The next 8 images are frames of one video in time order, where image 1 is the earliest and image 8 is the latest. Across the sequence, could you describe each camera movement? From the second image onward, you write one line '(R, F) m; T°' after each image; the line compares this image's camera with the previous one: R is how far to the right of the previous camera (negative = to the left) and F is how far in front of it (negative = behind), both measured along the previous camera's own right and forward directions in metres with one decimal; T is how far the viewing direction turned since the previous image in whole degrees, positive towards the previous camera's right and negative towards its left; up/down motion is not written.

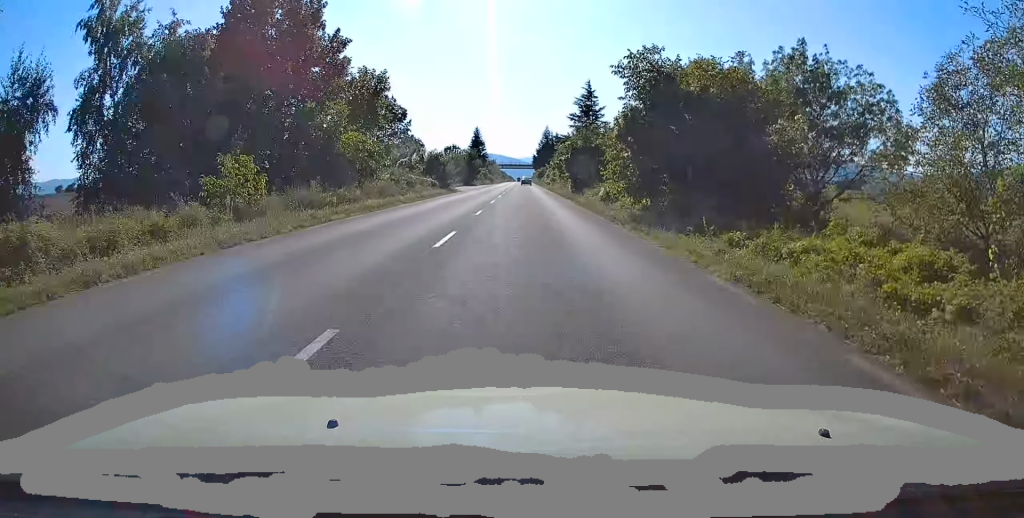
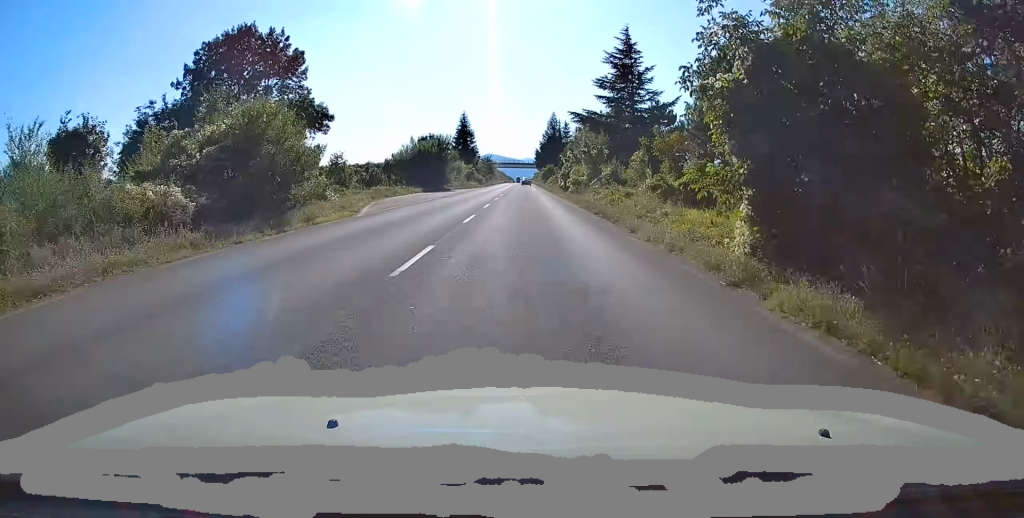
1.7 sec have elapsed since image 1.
(+0.2, +38.8) m; 0°
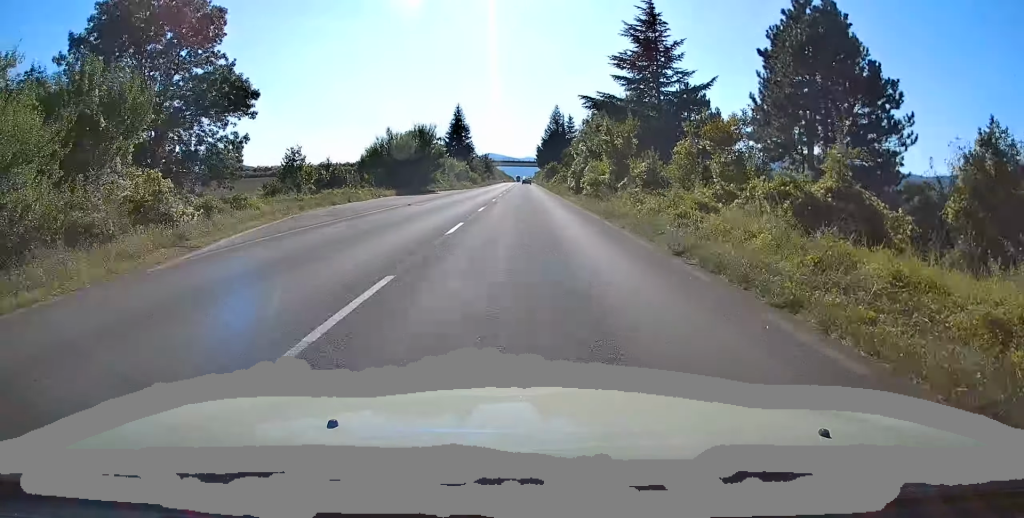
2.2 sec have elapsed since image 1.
(-0.2, +12.5) m; 0°
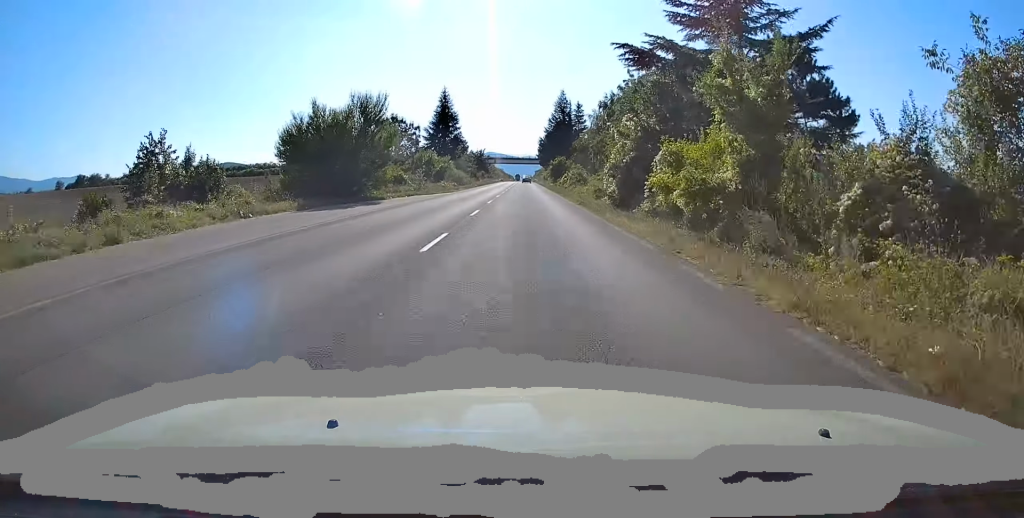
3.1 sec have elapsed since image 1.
(+0.3, +21.1) m; 0°
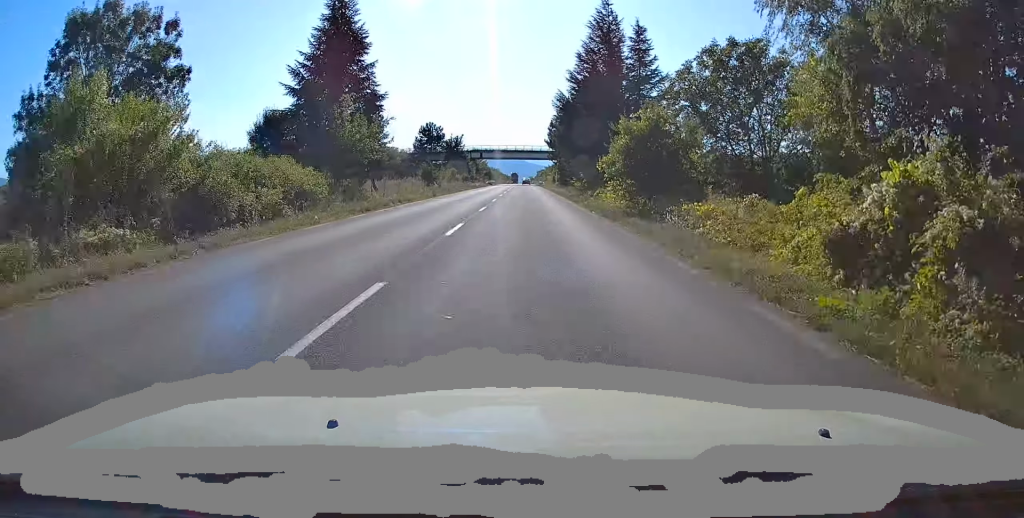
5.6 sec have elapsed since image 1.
(-0.1, +59.8) m; 0°
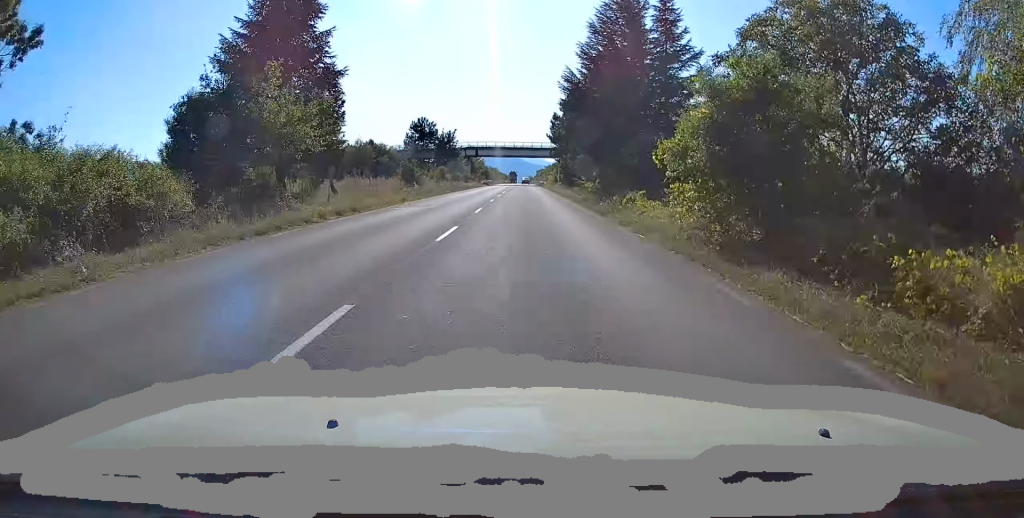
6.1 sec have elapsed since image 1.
(-0.2, +10.3) m; 0°
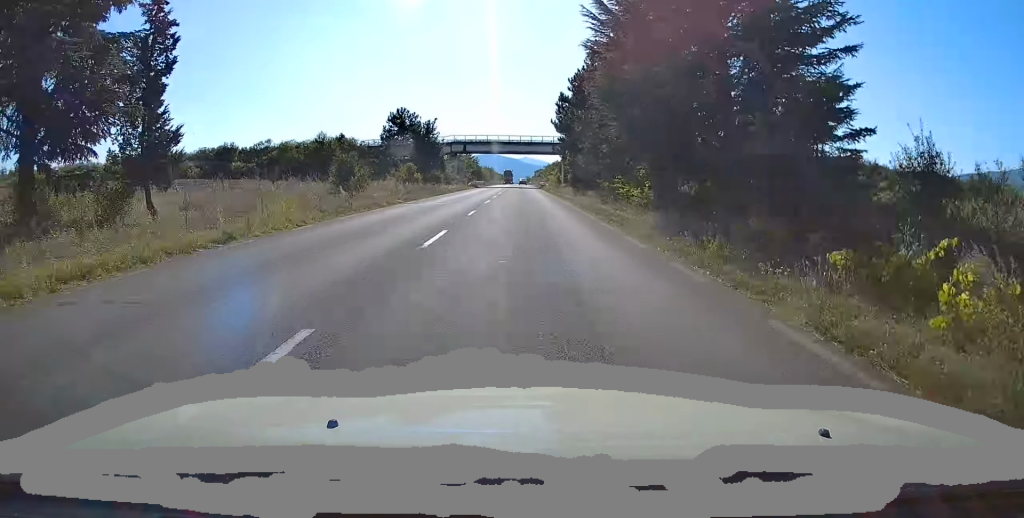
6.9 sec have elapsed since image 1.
(+0.2, +18.9) m; +1°
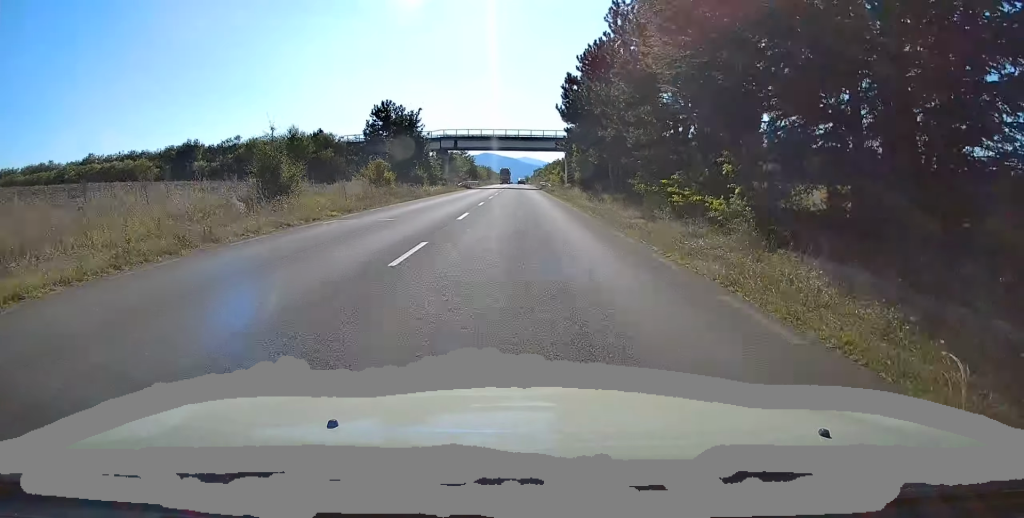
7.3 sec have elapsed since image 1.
(+0.1, +11.1) m; 0°
